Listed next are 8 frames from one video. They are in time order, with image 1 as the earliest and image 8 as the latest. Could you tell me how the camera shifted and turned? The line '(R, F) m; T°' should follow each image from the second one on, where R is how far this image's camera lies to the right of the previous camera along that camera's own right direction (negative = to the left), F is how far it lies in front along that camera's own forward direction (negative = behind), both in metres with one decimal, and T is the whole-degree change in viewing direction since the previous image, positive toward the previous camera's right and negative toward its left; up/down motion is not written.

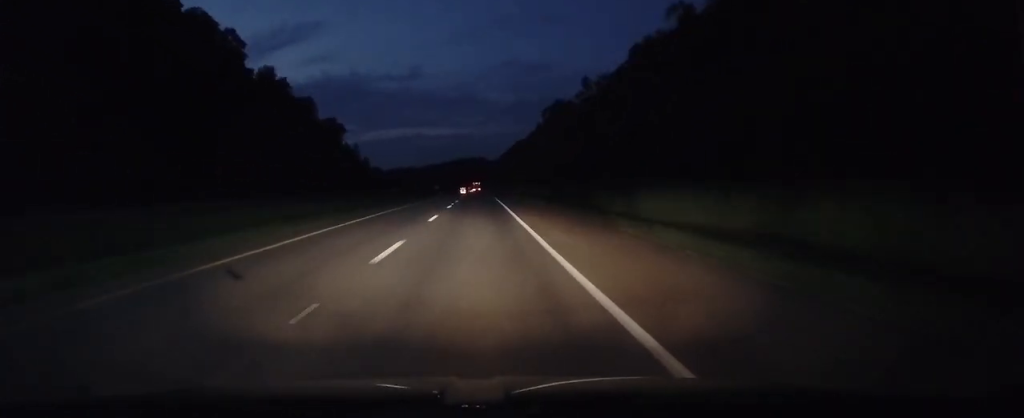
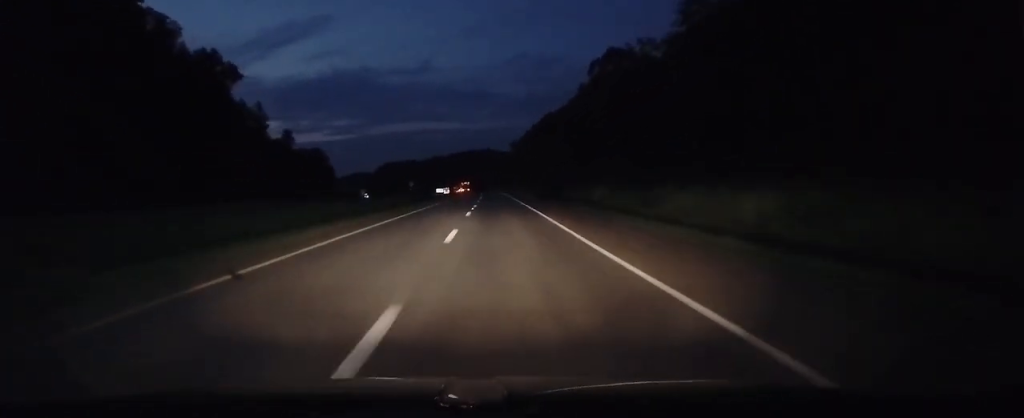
(-1.6, +117.2) m; -2°
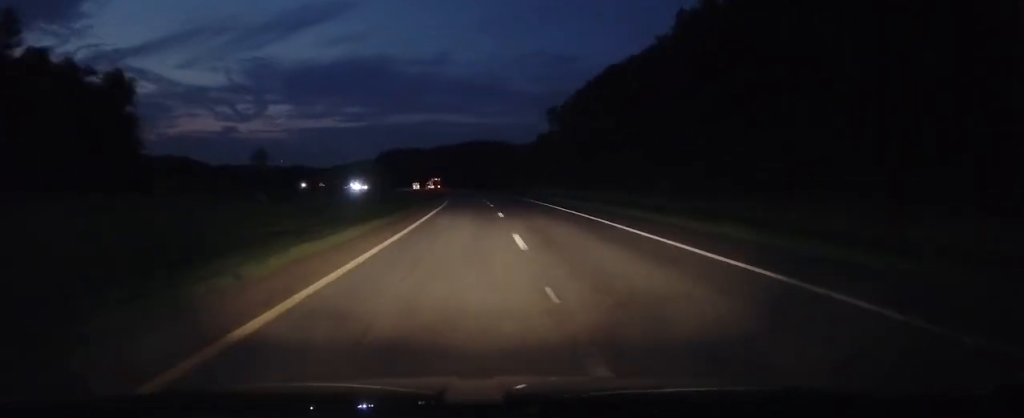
(-1.4, +99.4) m; -3°
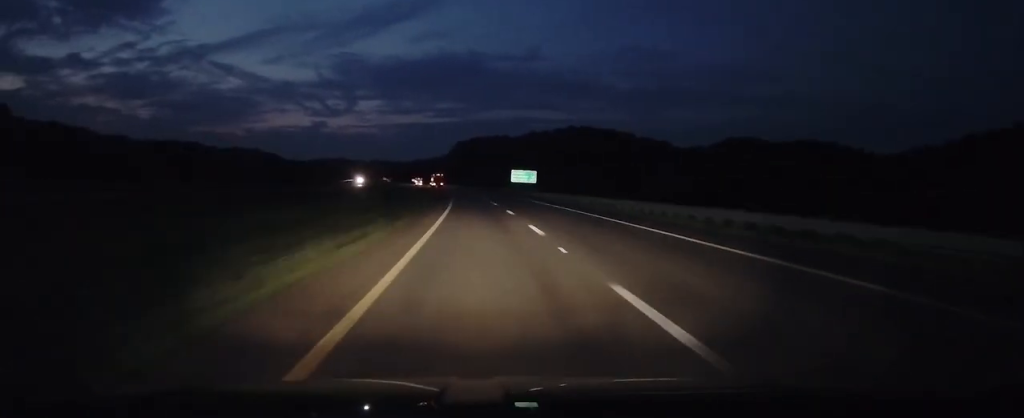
(-11.5, +176.3) m; -8°
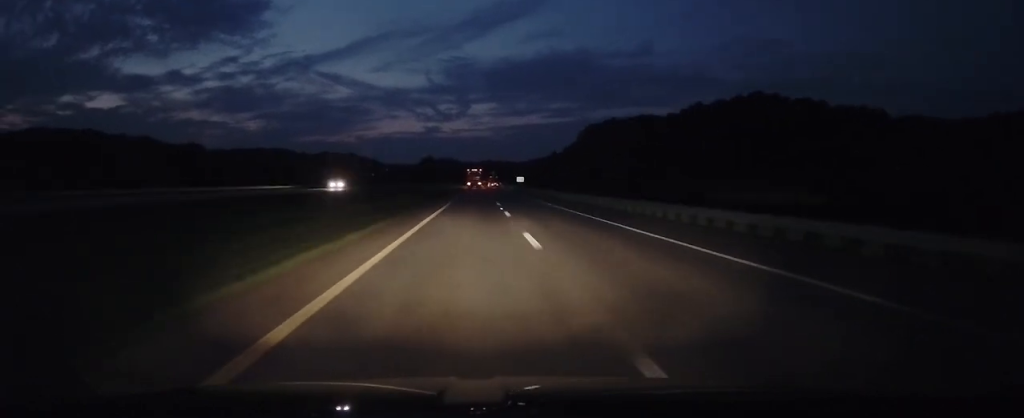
(-22.5, +224.5) m; -9°
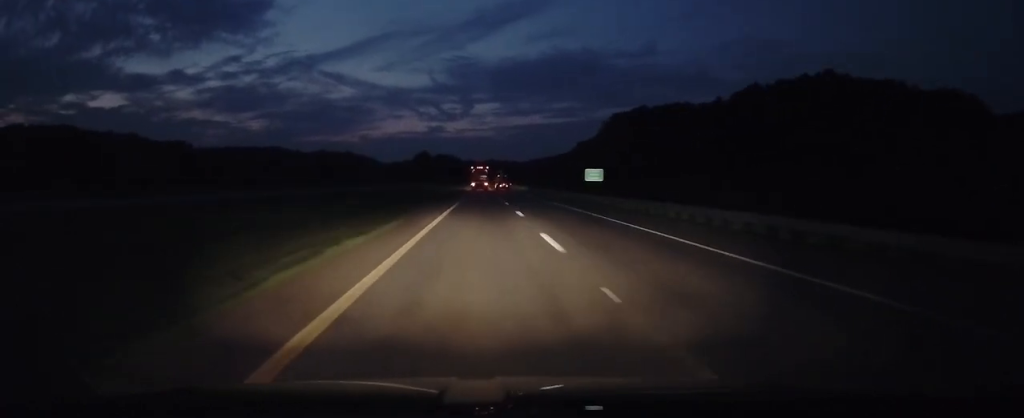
(-0.4, +94.2) m; 0°
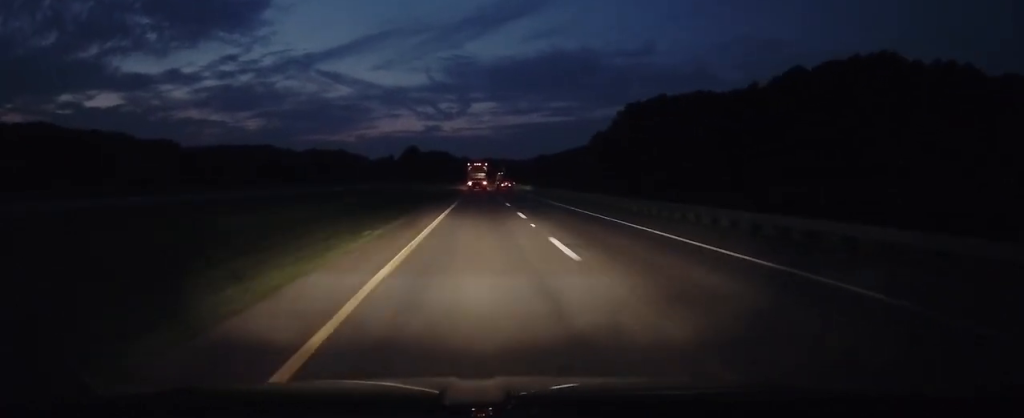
(-0.1, +60.6) m; 0°
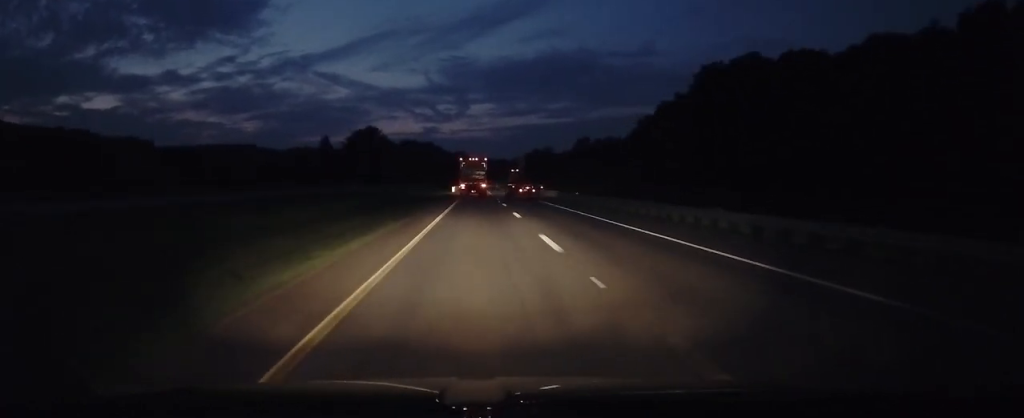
(+0.3, +153.5) m; 0°
